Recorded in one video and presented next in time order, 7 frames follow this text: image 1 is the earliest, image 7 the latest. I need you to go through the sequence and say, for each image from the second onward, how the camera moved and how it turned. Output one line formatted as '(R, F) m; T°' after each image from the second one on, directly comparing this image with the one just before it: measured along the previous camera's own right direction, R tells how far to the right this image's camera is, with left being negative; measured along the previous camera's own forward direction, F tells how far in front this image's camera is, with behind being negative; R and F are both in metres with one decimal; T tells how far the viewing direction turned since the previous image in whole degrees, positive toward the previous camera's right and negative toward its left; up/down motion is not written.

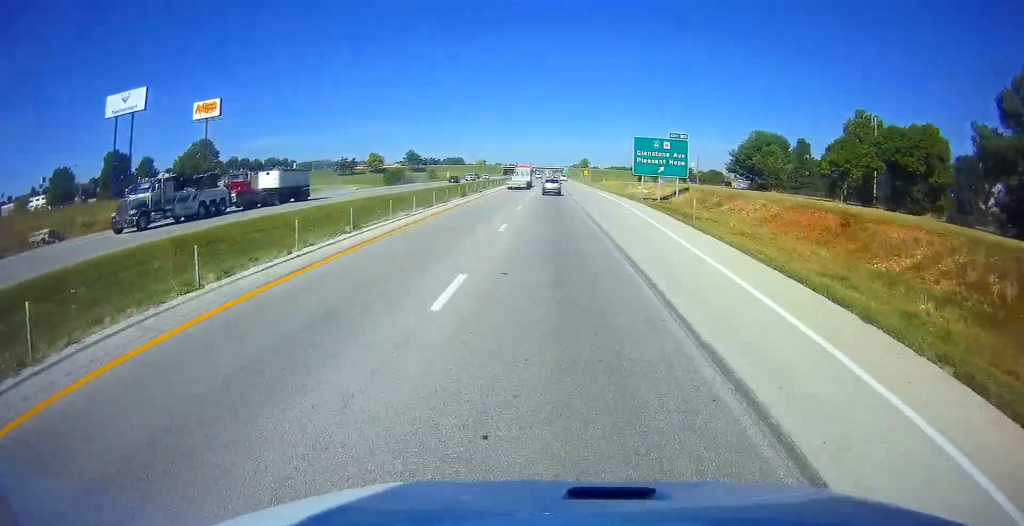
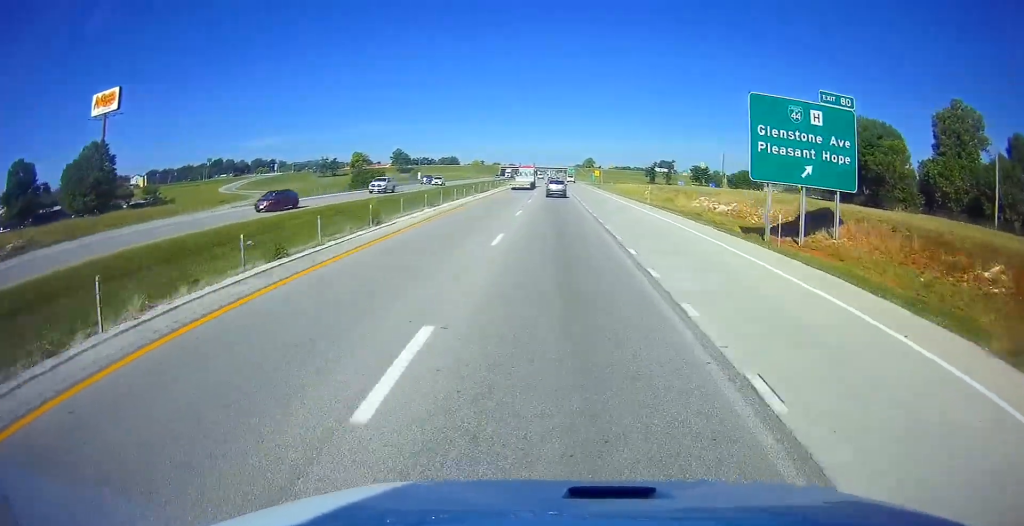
(-0.2, +40.7) m; 0°
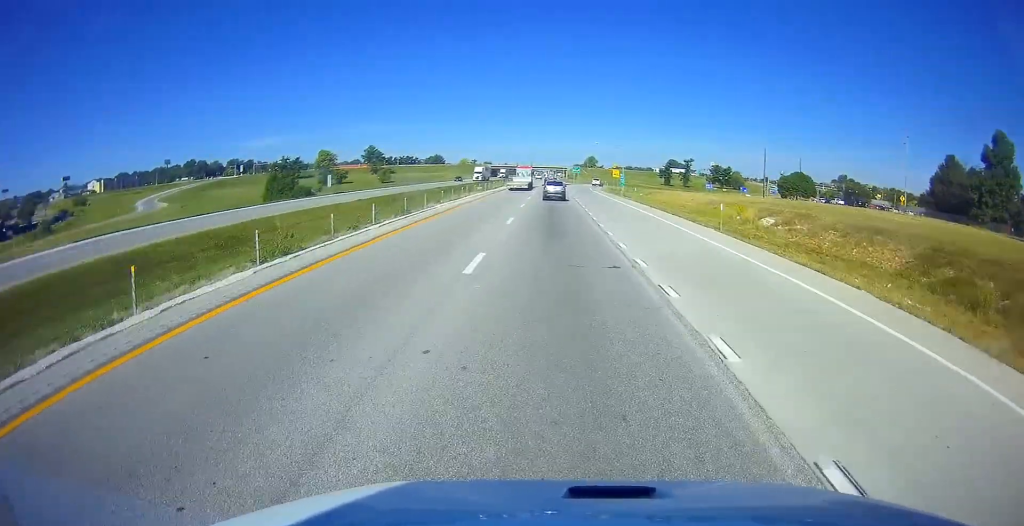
(0.0, +53.5) m; 0°
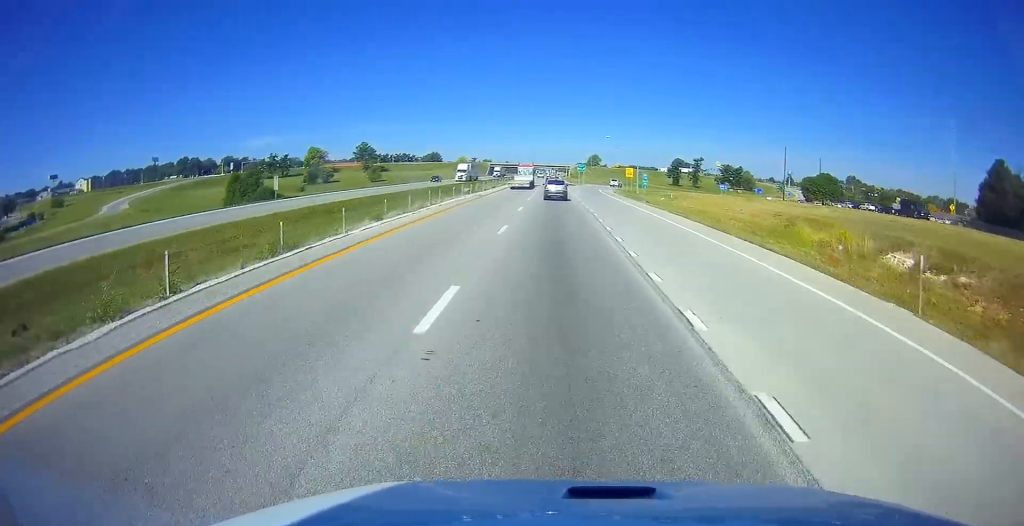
(0.0, +16.8) m; 0°
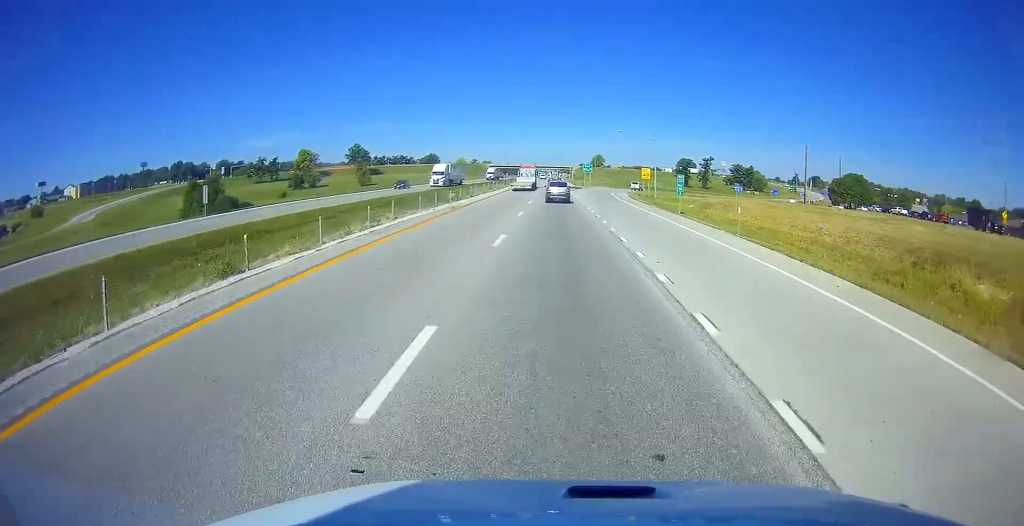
(0.0, +14.8) m; 0°
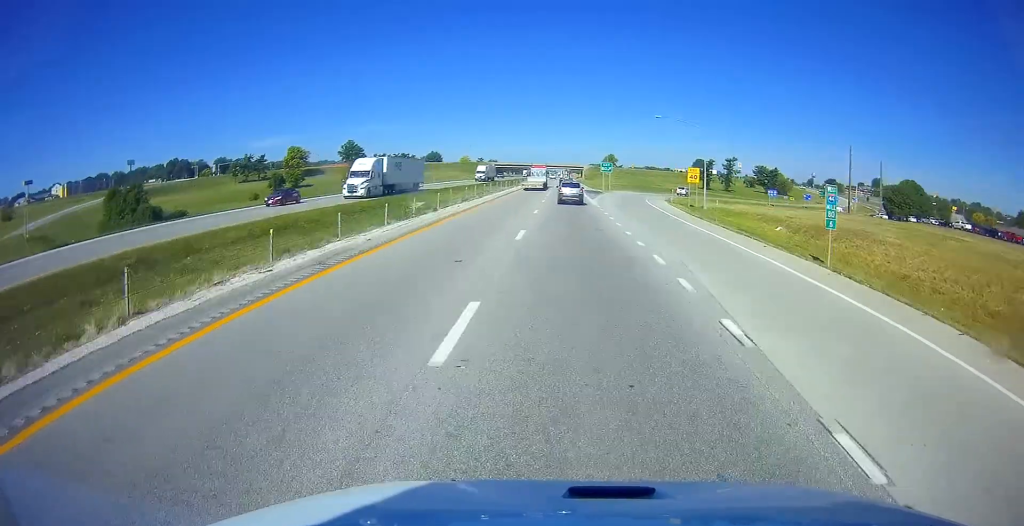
(-0.1, +22.8) m; -1°
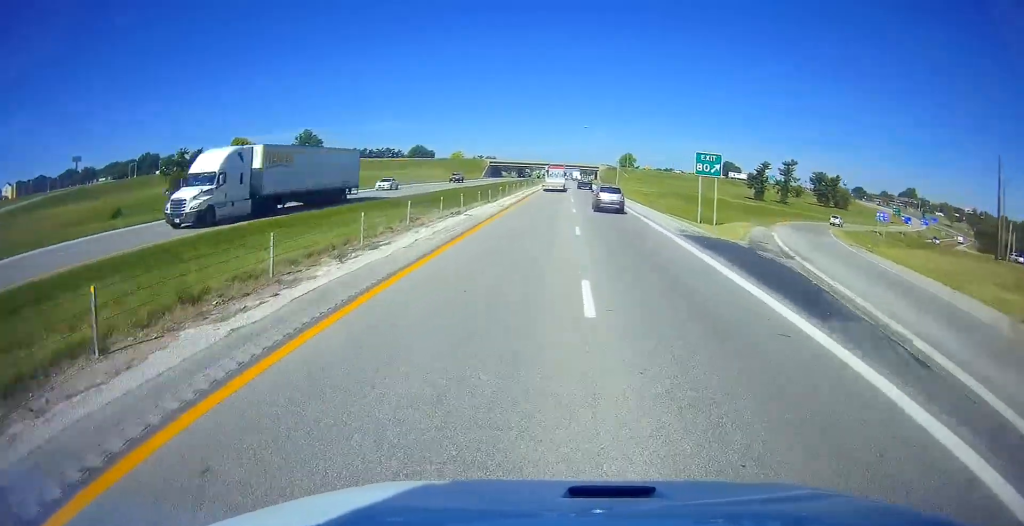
(-0.3, +58.5) m; 0°
